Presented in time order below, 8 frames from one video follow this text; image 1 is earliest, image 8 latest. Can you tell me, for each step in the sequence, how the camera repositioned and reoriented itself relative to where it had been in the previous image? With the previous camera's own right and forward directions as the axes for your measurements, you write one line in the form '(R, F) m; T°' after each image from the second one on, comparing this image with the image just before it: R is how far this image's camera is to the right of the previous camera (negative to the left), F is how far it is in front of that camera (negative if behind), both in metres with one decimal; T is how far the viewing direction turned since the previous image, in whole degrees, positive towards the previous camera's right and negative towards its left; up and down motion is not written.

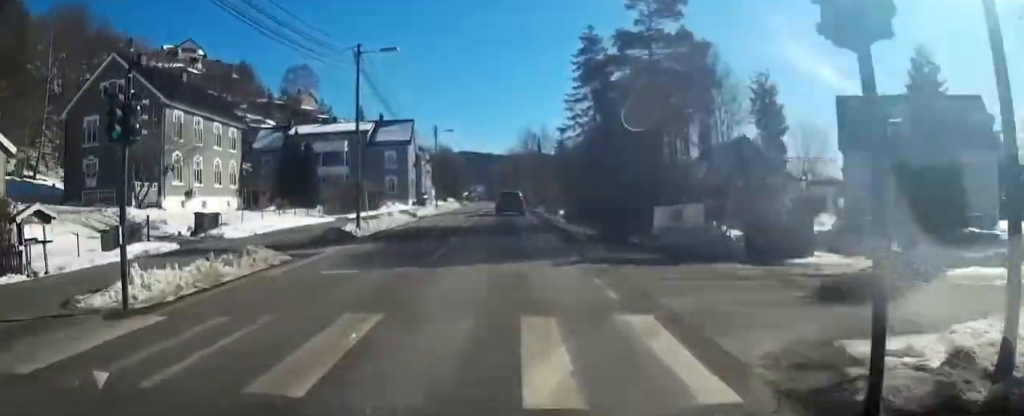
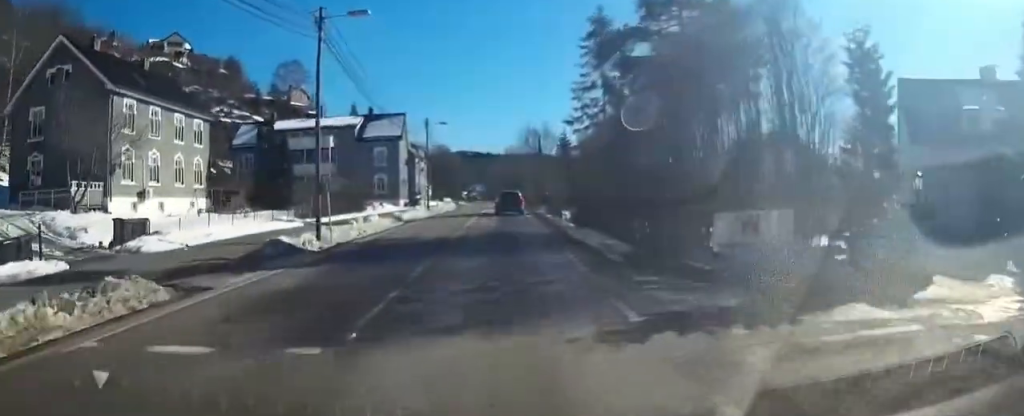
(0.0, +5.8) m; 0°
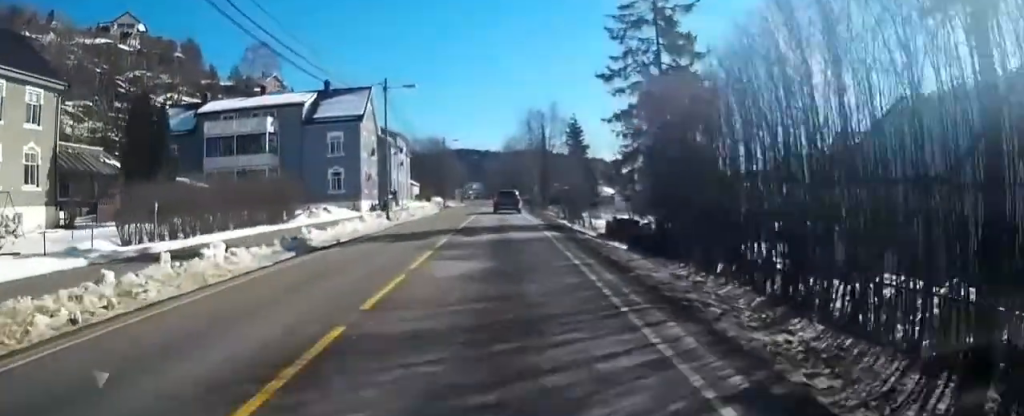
(0.0, +17.8) m; 0°
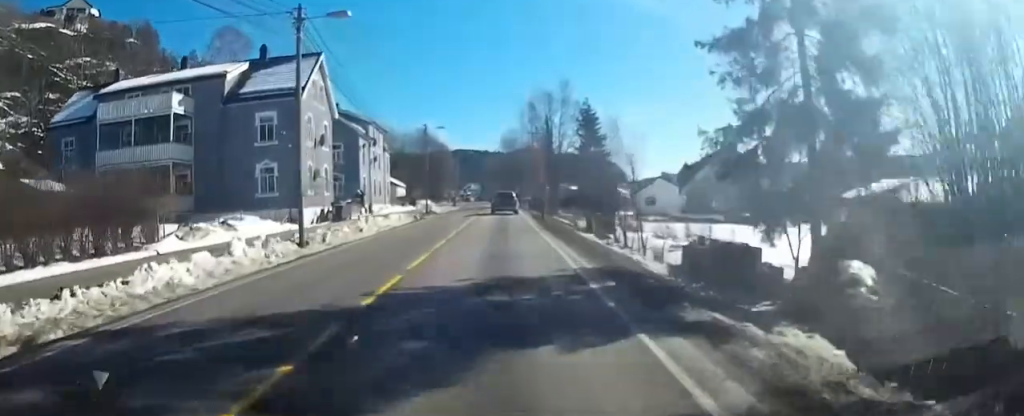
(-0.1, +14.6) m; 0°
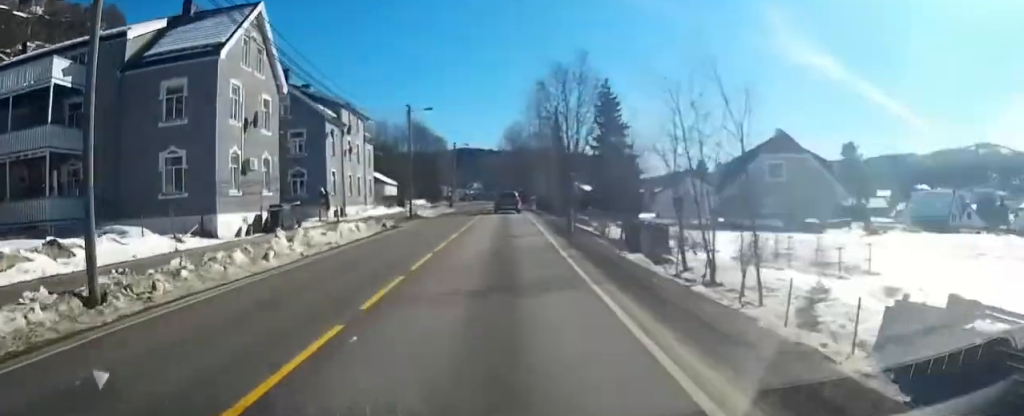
(+0.2, +11.7) m; 0°
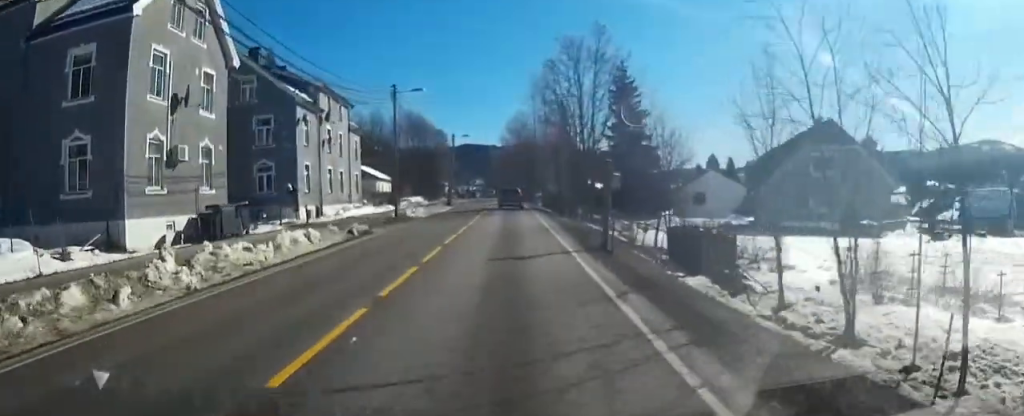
(-0.1, +7.2) m; -1°
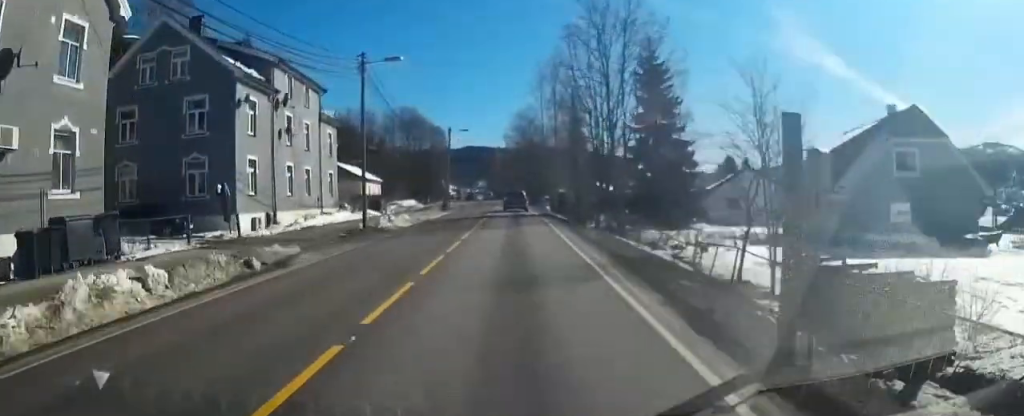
(-0.1, +9.5) m; -1°
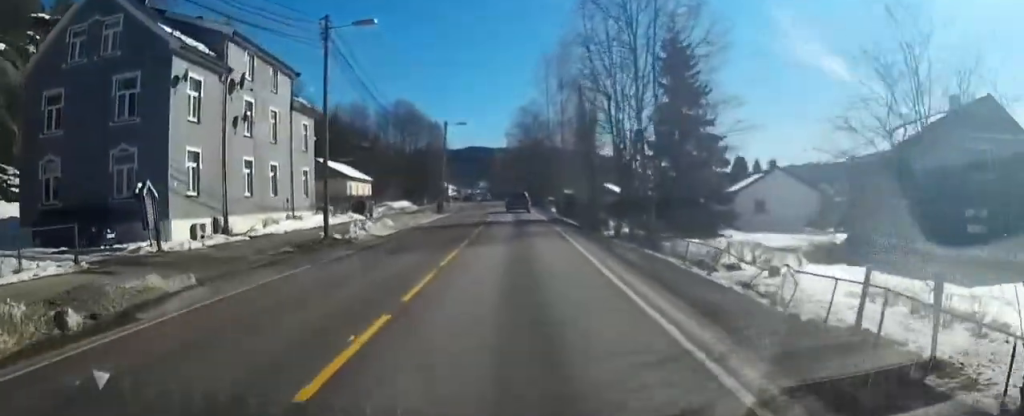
(-0.1, +6.3) m; 0°
